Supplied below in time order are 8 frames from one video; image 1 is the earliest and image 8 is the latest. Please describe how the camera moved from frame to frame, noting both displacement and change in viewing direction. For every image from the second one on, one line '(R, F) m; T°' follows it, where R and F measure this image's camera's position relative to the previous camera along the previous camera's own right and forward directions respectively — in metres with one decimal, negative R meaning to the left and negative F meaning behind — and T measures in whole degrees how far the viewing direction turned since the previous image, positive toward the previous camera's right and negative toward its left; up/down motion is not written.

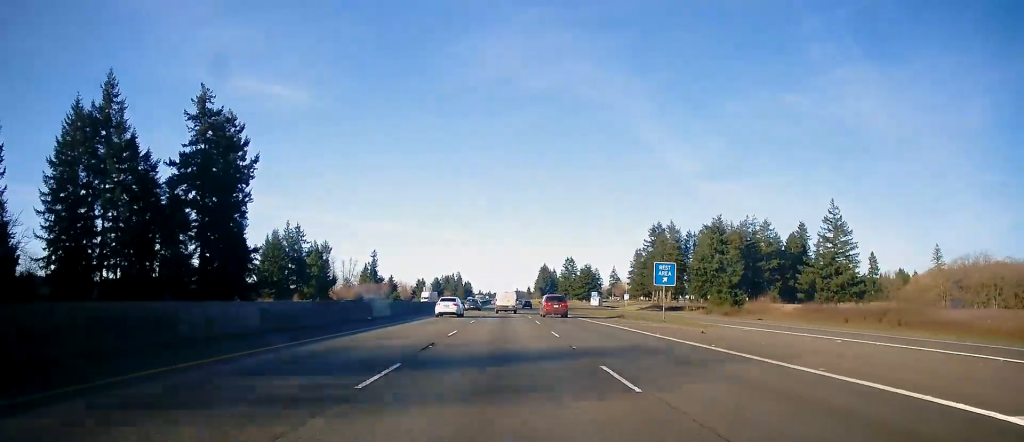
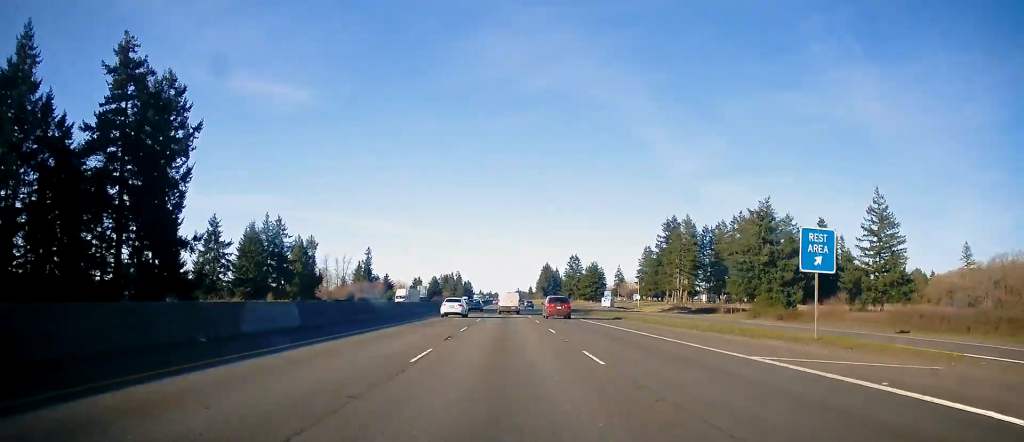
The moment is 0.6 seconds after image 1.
(+0.2, +20.5) m; -1°
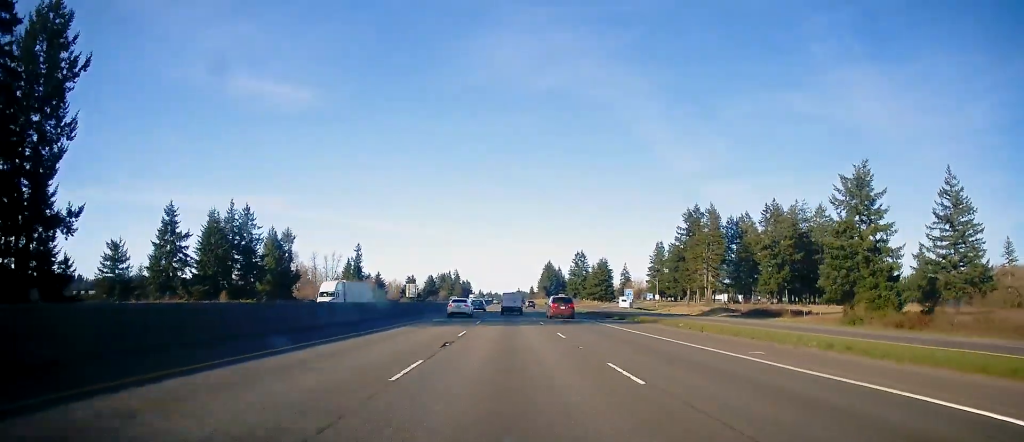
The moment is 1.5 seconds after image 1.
(-0.6, +26.9) m; 0°
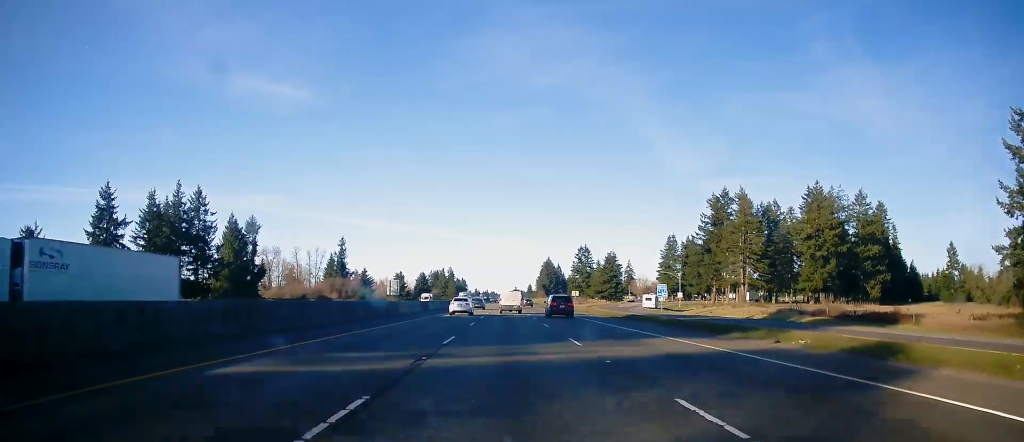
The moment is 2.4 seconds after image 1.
(+0.2, +28.8) m; +1°
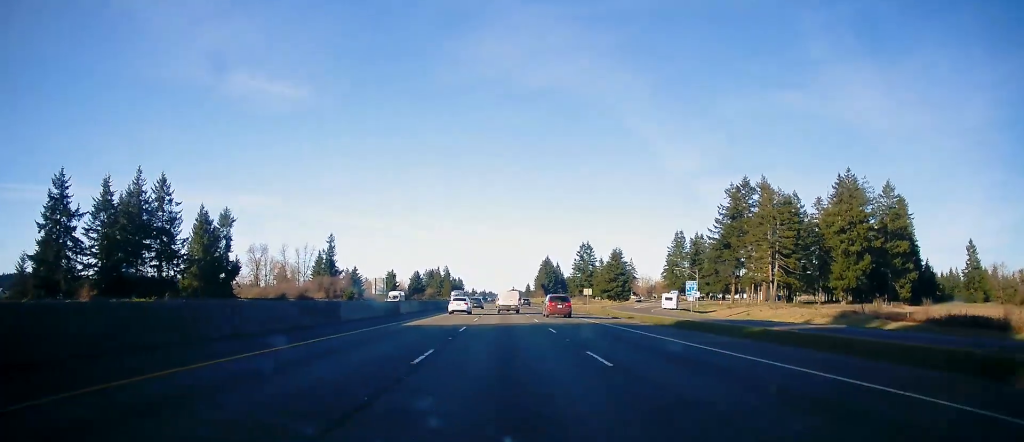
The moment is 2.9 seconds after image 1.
(+0.1, +17.1) m; 0°
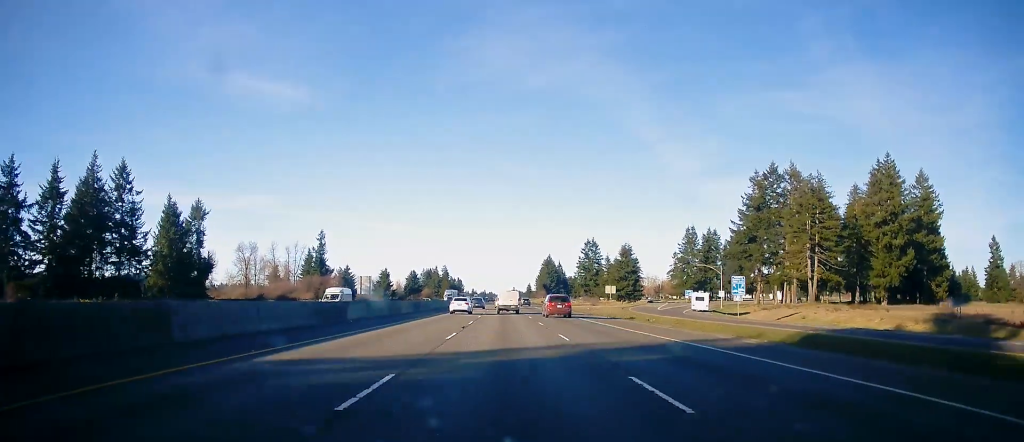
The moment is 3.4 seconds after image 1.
(0.0, +17.0) m; 0°
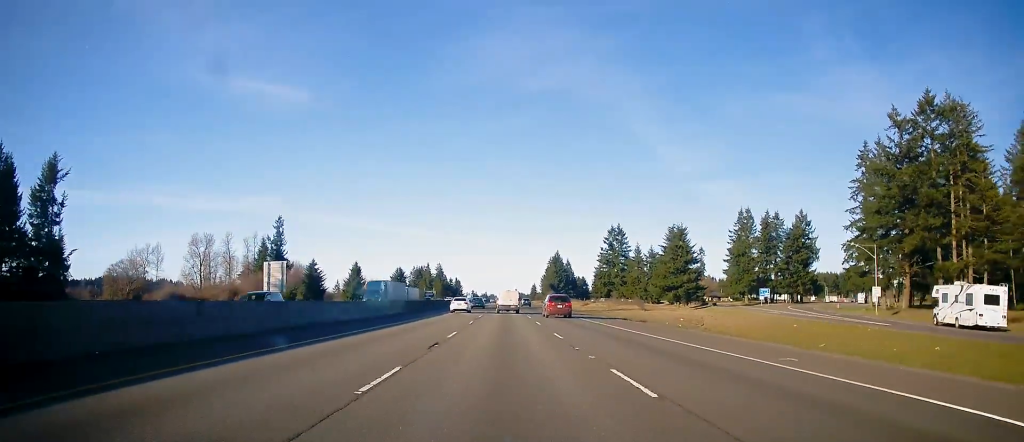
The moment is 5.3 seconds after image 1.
(+0.4, +59.2) m; 0°
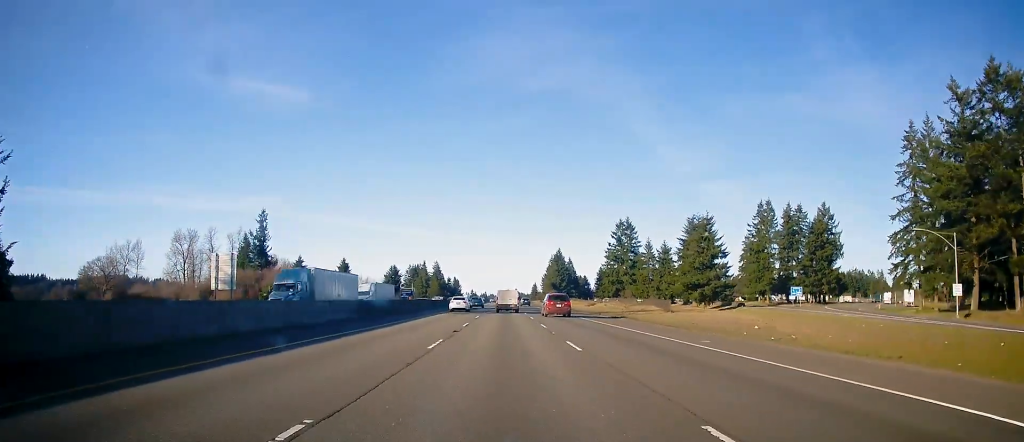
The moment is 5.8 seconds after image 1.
(0.0, +16.8) m; 0°
